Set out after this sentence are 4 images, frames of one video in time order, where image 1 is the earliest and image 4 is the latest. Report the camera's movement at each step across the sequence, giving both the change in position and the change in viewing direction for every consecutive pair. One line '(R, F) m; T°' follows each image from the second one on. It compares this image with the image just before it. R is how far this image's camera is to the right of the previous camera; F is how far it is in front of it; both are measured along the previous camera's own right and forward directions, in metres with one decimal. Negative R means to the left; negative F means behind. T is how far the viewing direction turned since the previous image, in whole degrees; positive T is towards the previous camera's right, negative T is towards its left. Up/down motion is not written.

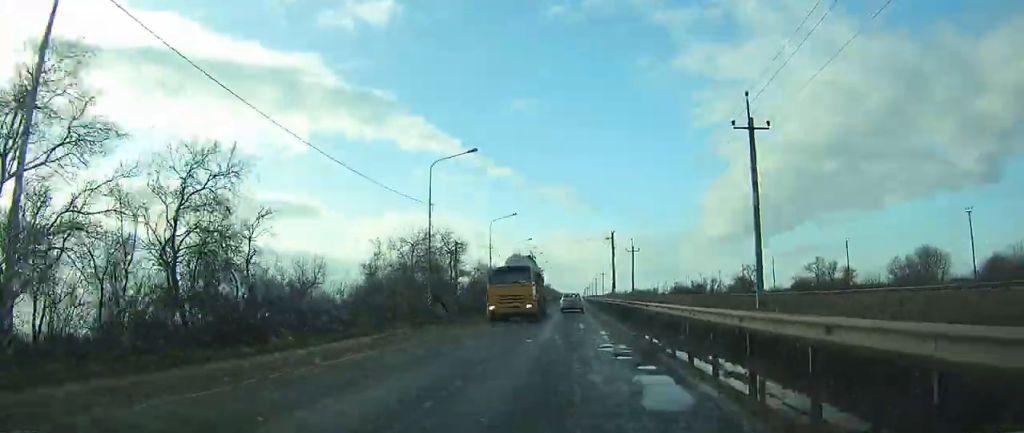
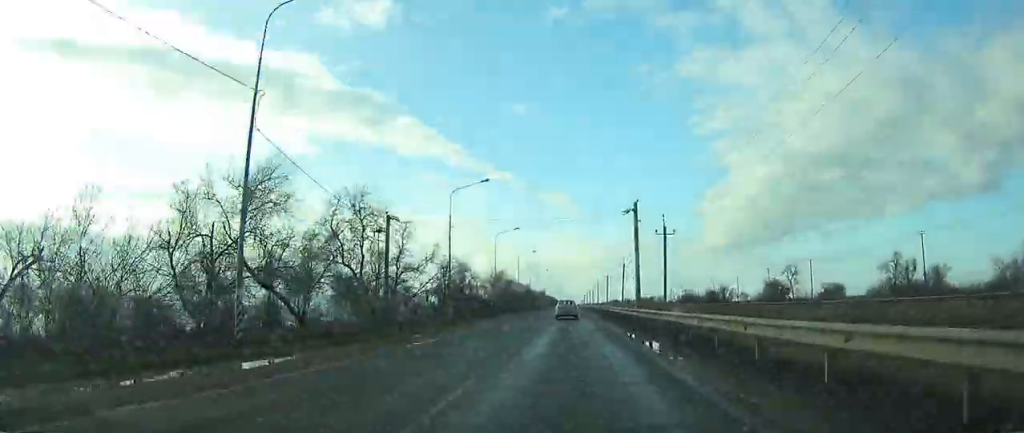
(-0.2, +25.5) m; 0°
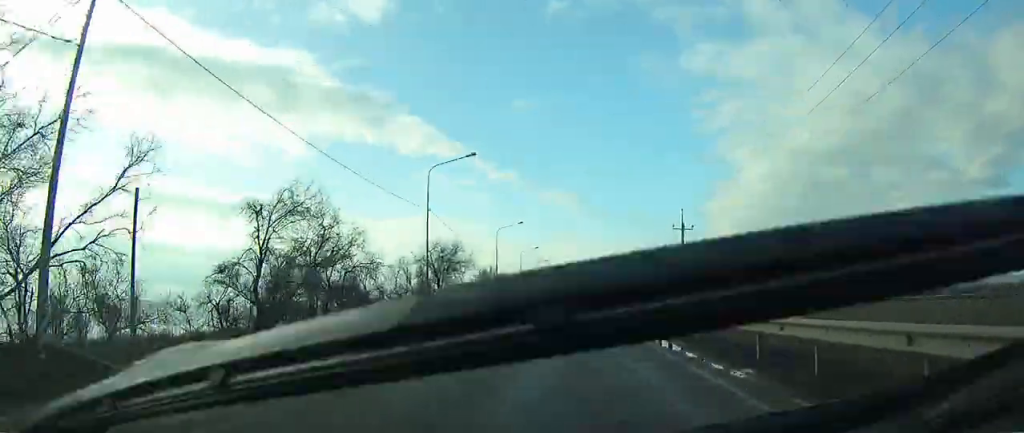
(-0.1, +42.8) m; 0°
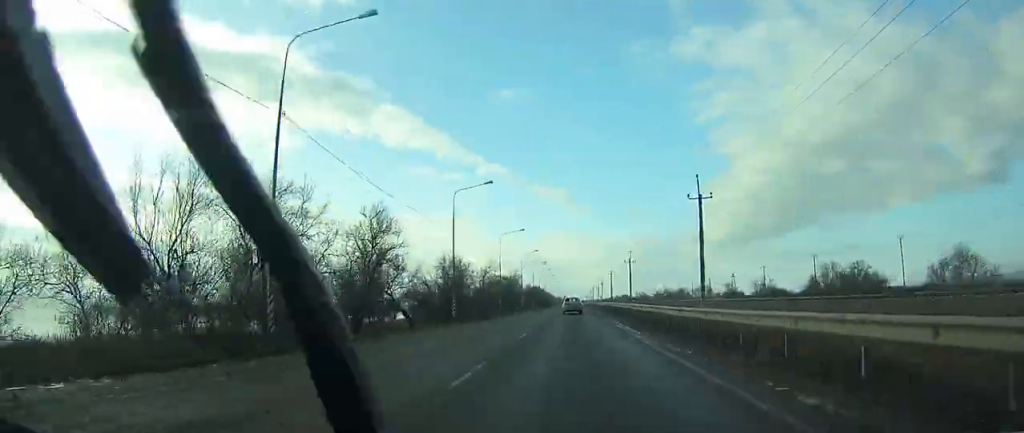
(-1.5, +92.1) m; +1°
